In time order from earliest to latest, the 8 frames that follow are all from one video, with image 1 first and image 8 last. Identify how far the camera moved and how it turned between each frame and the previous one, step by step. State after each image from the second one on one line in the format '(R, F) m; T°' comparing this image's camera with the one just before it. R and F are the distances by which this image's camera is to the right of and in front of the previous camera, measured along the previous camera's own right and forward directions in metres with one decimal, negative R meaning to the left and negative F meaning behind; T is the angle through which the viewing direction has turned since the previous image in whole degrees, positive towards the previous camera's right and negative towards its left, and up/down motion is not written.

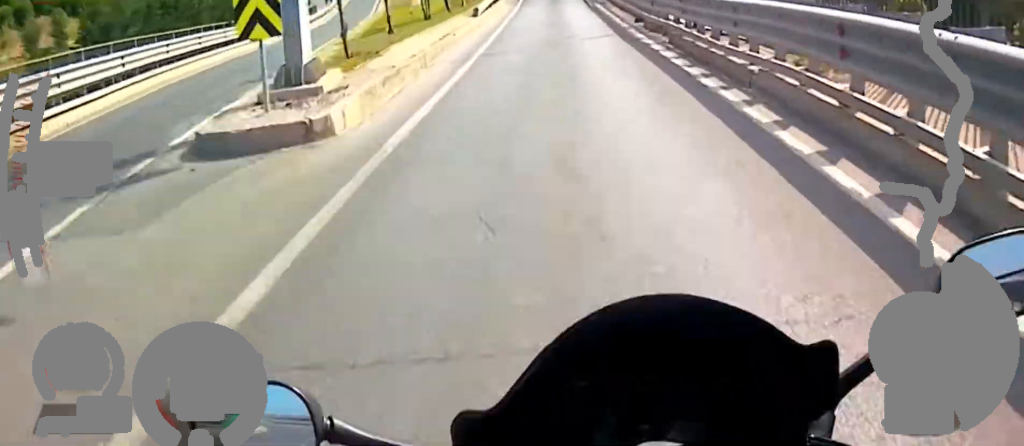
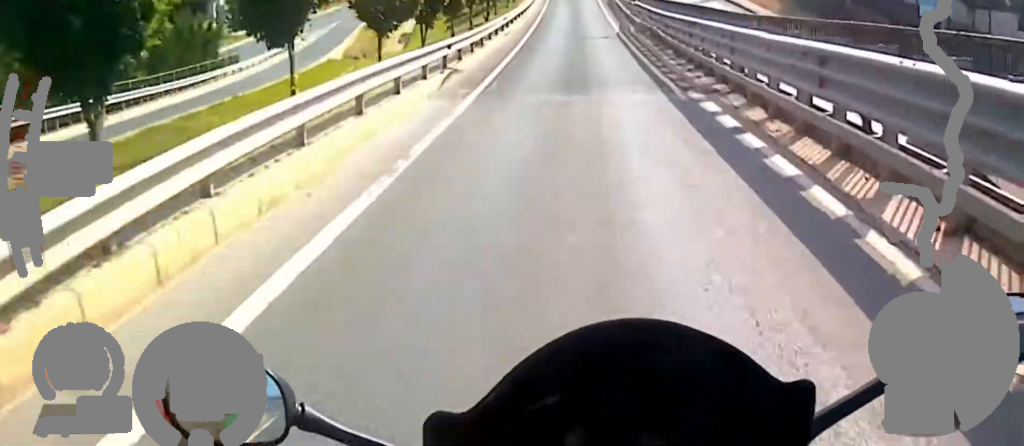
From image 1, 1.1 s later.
(-0.3, +23.3) m; +2°
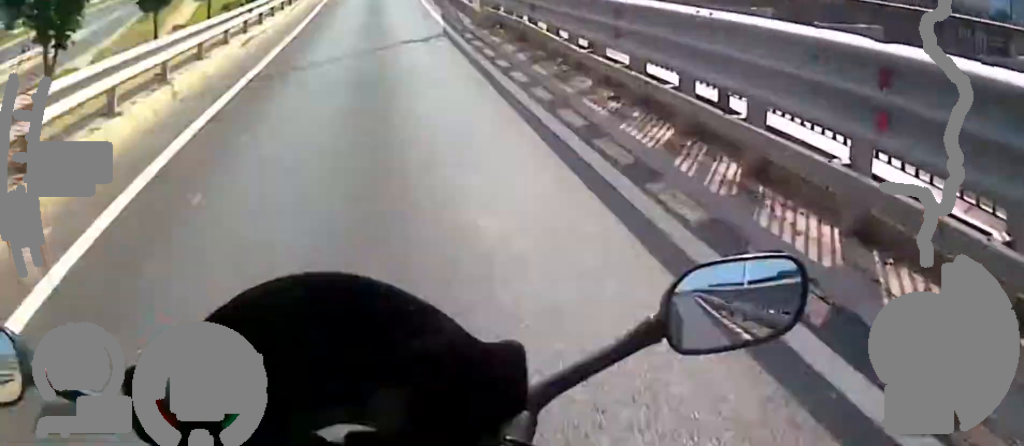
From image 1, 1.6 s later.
(+0.5, +10.4) m; +1°
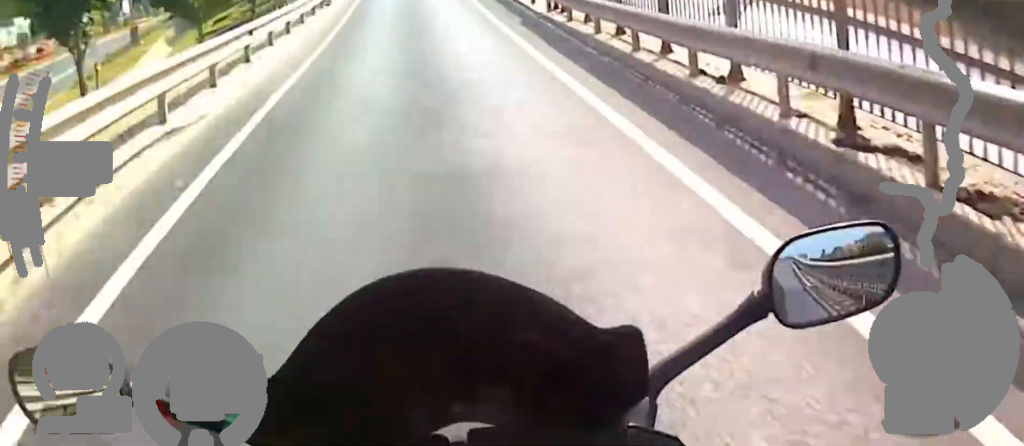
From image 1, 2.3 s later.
(+0.3, +15.6) m; +1°
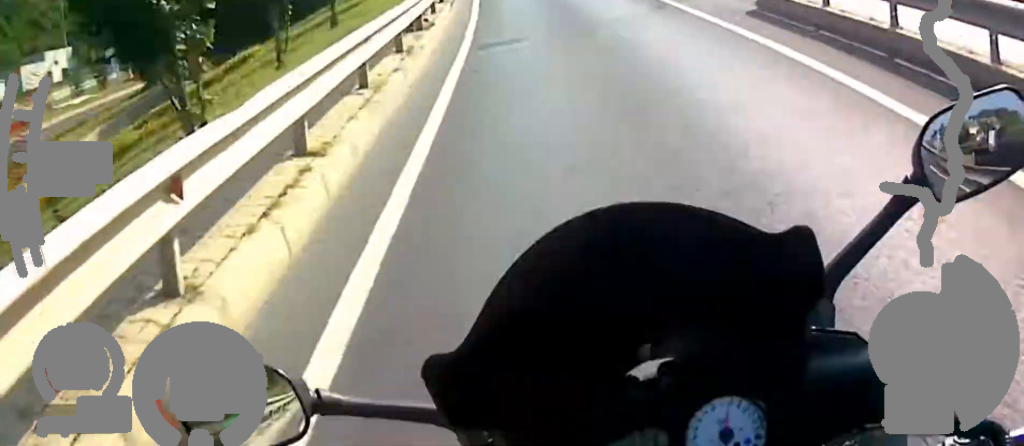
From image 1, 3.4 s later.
(-0.1, +25.5) m; 0°
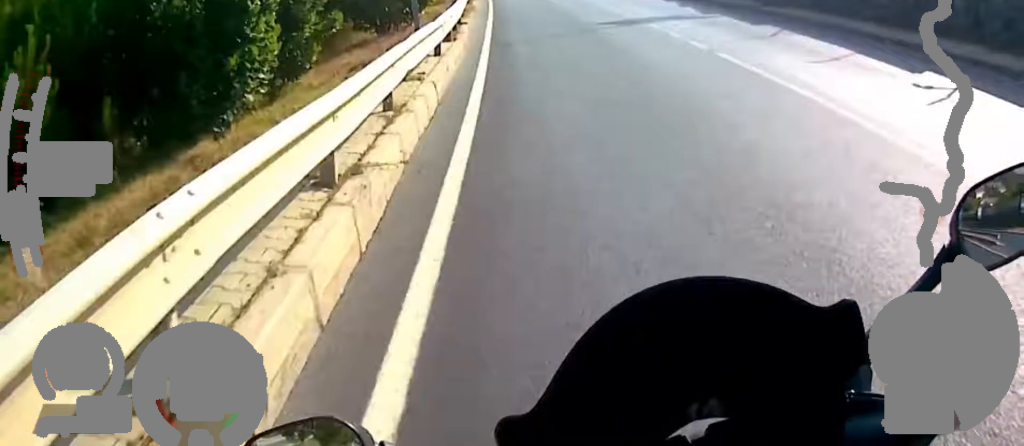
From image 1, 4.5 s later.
(-0.1, +25.6) m; -2°
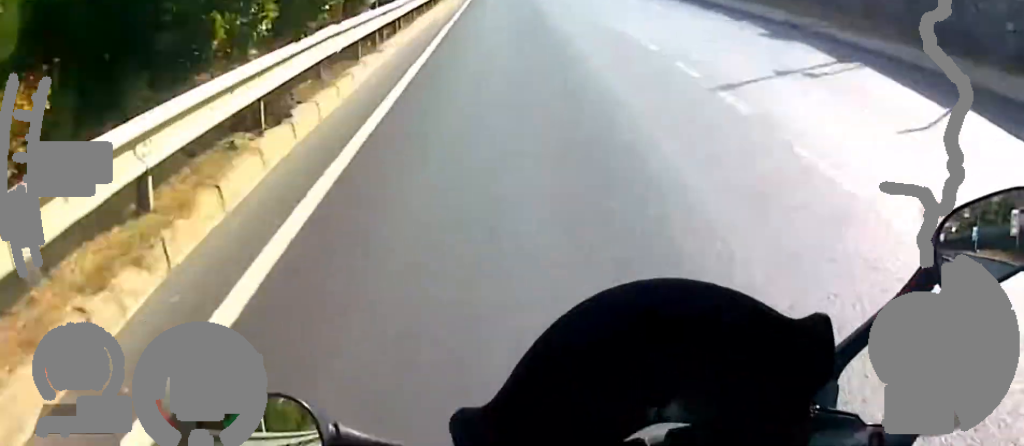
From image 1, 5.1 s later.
(-0.3, +13.5) m; -1°
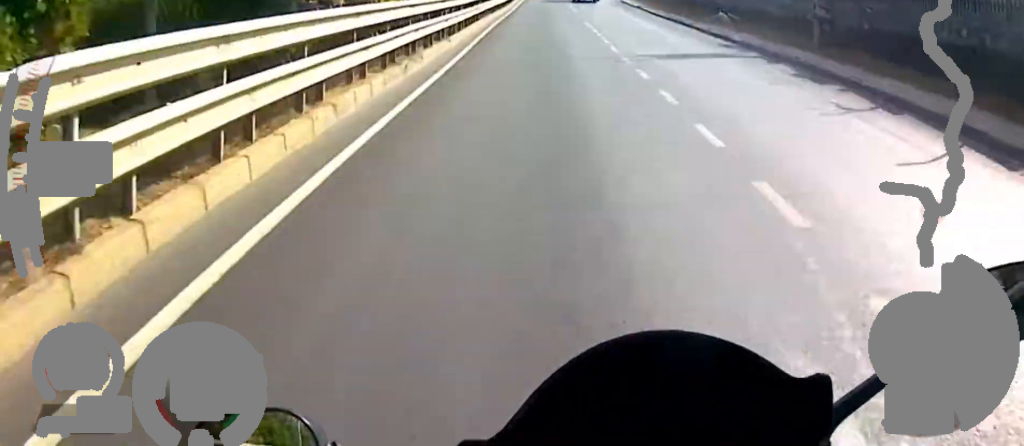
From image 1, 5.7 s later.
(0.0, +11.9) m; +1°
